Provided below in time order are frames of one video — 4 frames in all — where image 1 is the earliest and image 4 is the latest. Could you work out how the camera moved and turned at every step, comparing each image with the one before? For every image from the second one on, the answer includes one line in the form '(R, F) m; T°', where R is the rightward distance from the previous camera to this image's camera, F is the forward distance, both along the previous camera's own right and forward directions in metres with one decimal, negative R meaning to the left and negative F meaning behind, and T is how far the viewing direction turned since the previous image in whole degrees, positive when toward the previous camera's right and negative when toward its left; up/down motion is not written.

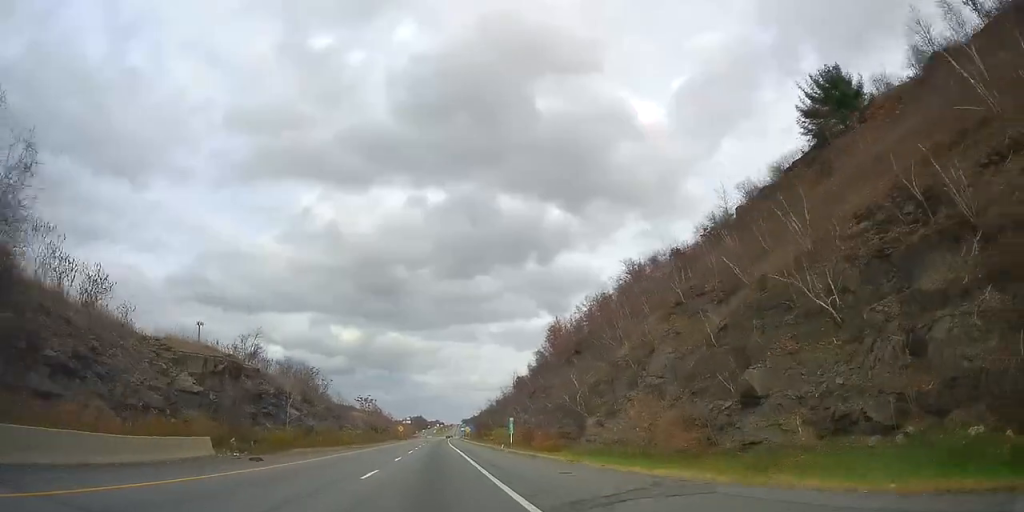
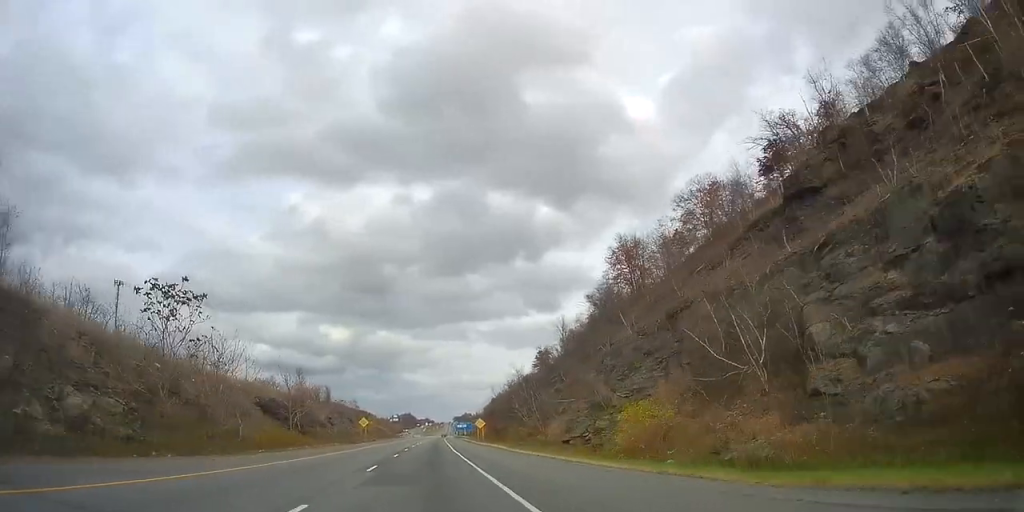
(0.0, +71.1) m; +1°
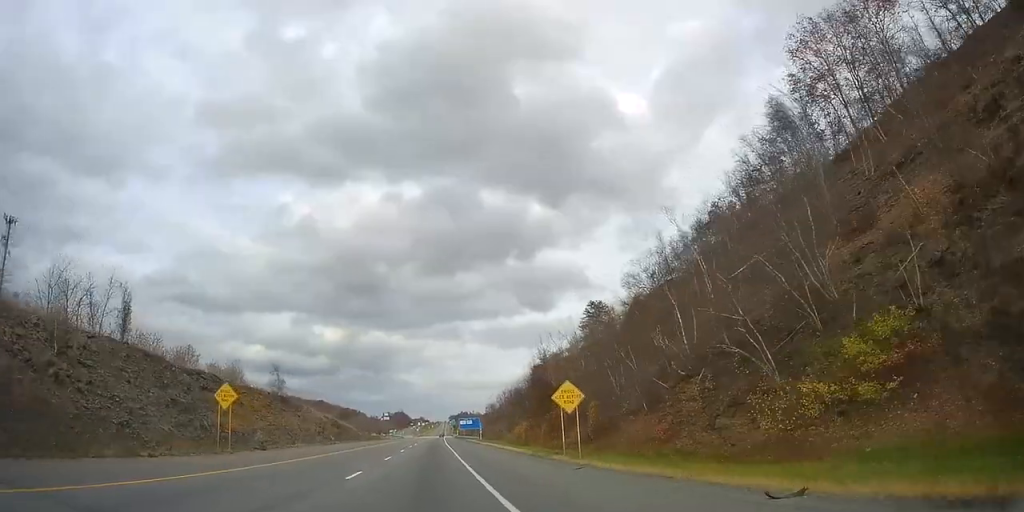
(+0.4, +64.8) m; 0°
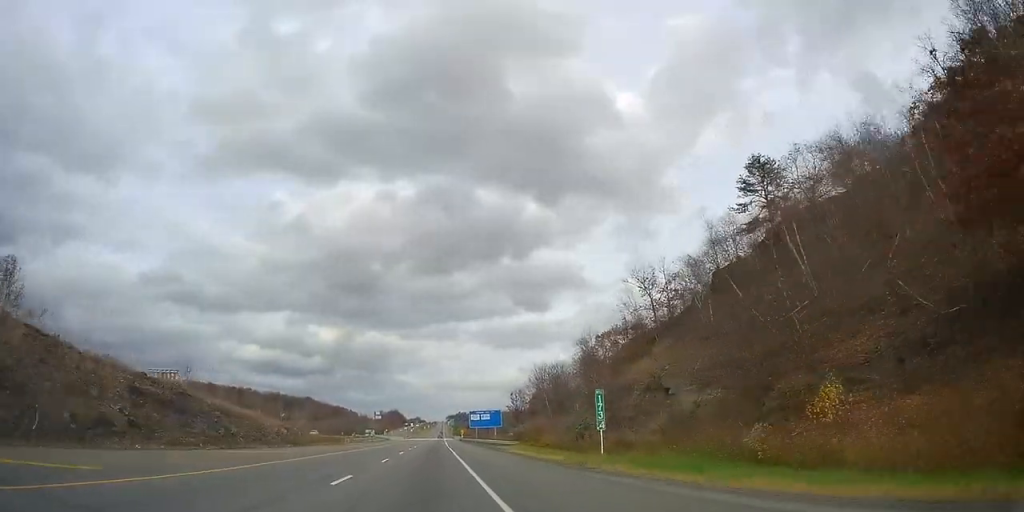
(+0.9, +64.2) m; +2°
